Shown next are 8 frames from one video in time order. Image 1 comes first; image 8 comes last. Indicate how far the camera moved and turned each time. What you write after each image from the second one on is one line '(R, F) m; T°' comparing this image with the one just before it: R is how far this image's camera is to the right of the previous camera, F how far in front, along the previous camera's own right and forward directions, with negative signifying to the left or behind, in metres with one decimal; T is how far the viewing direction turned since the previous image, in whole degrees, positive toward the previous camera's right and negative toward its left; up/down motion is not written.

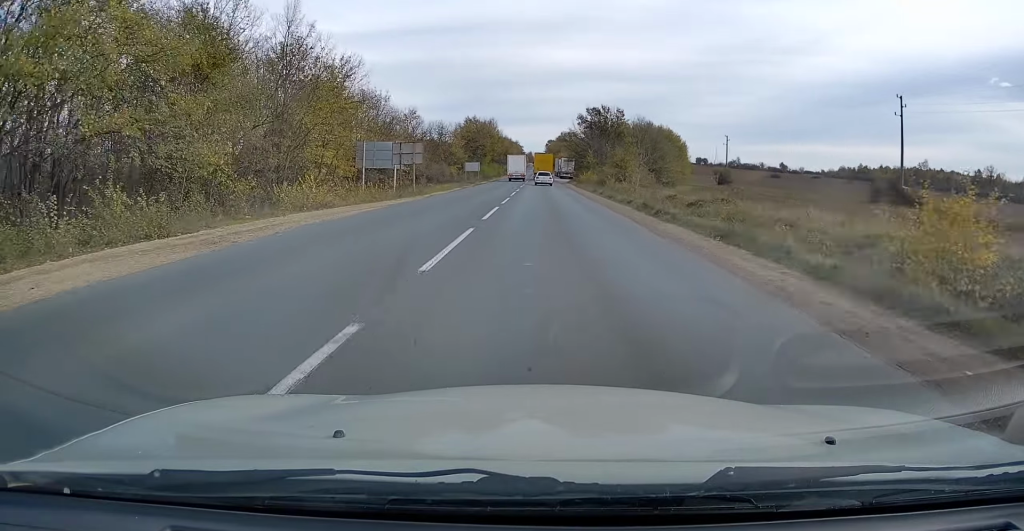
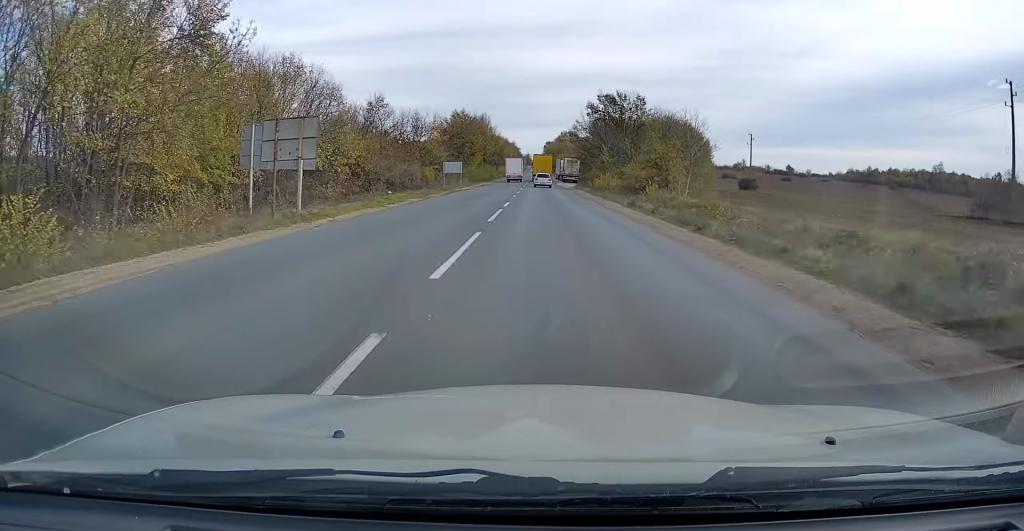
(-0.4, +18.7) m; -1°
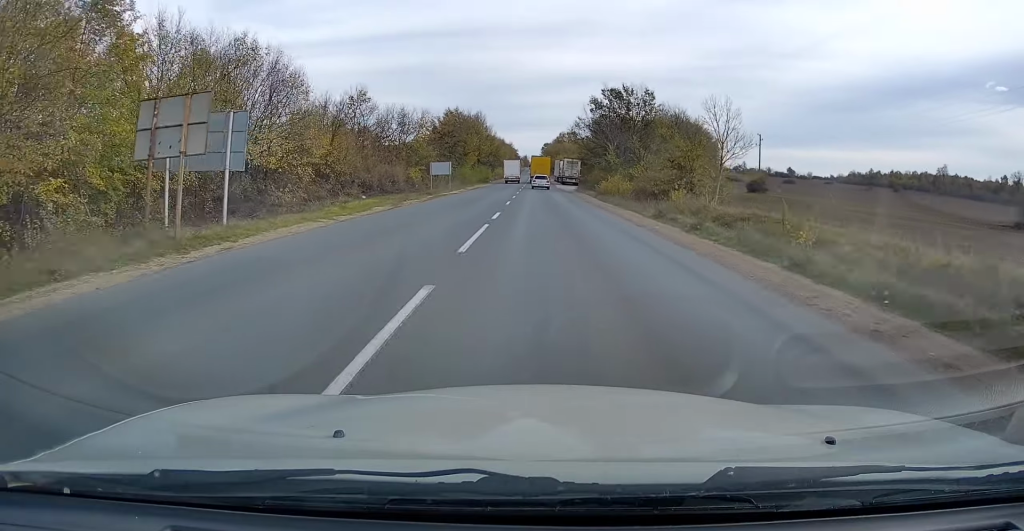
(0.0, +6.6) m; 0°
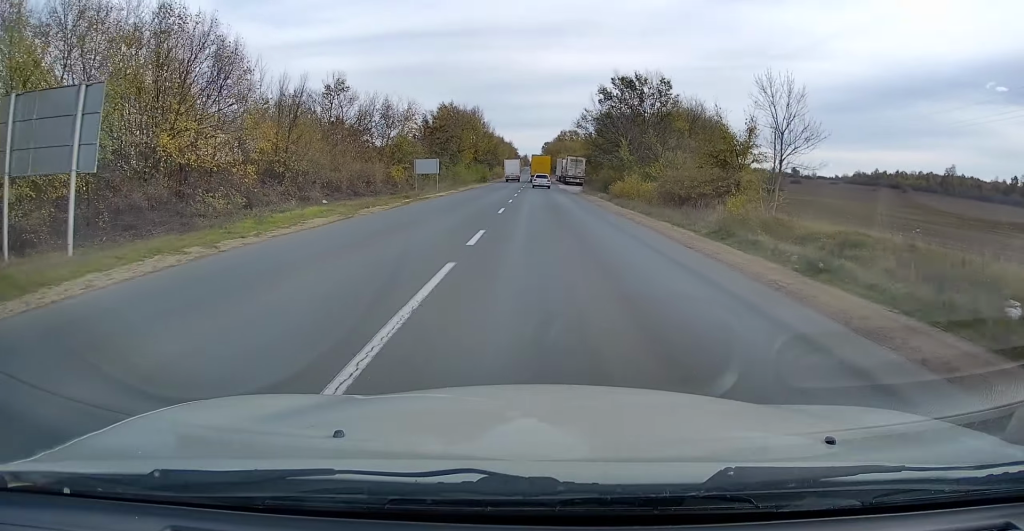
(0.0, +7.6) m; 0°
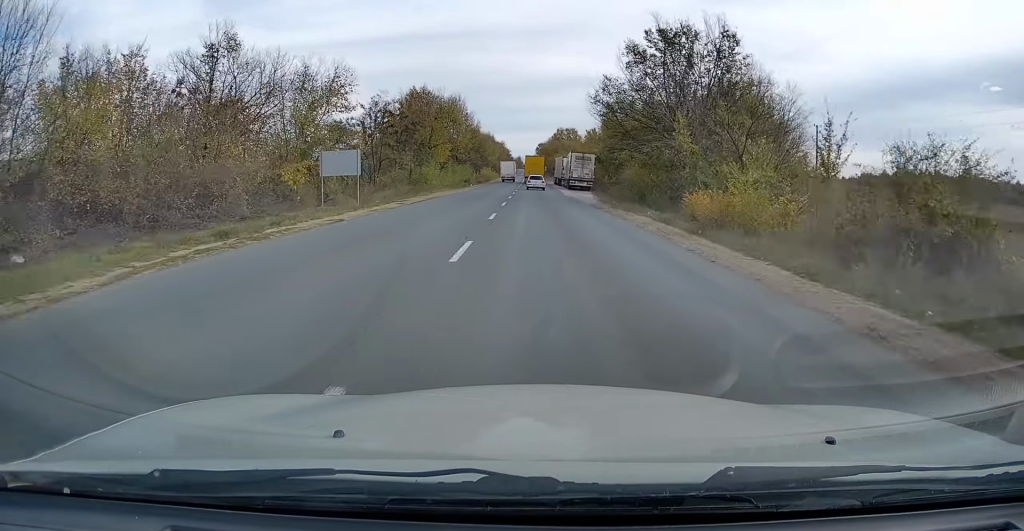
(+0.3, +19.9) m; +1°
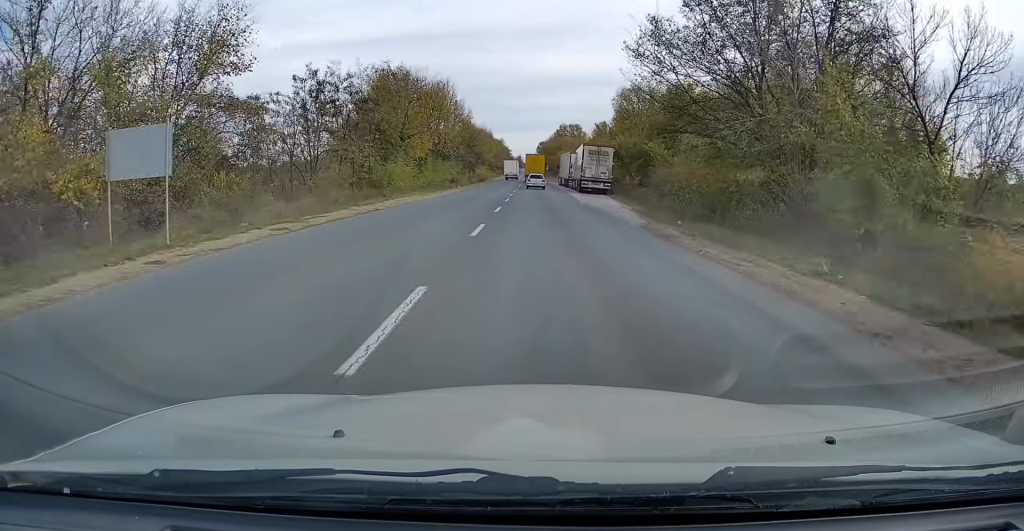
(+0.2, +14.2) m; -1°
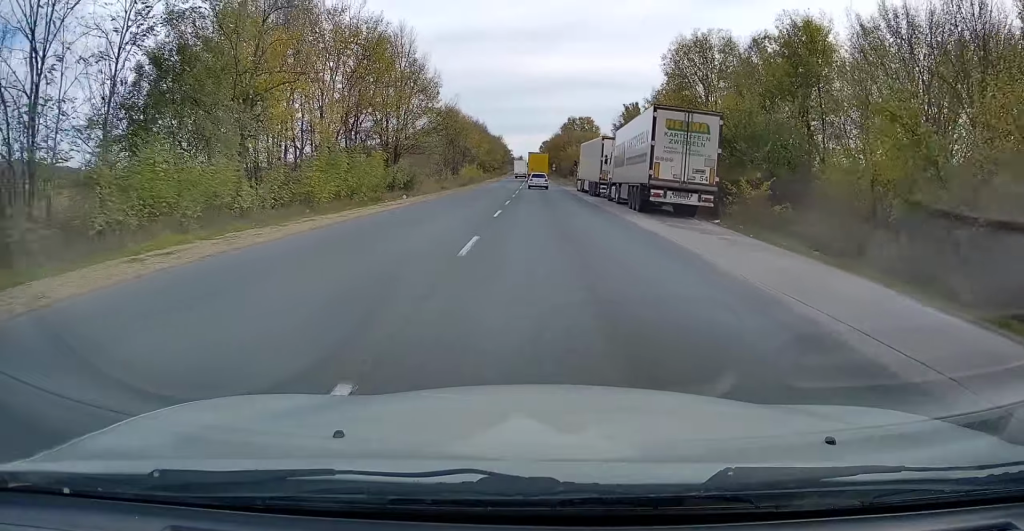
(-0.1, +29.7) m; +1°
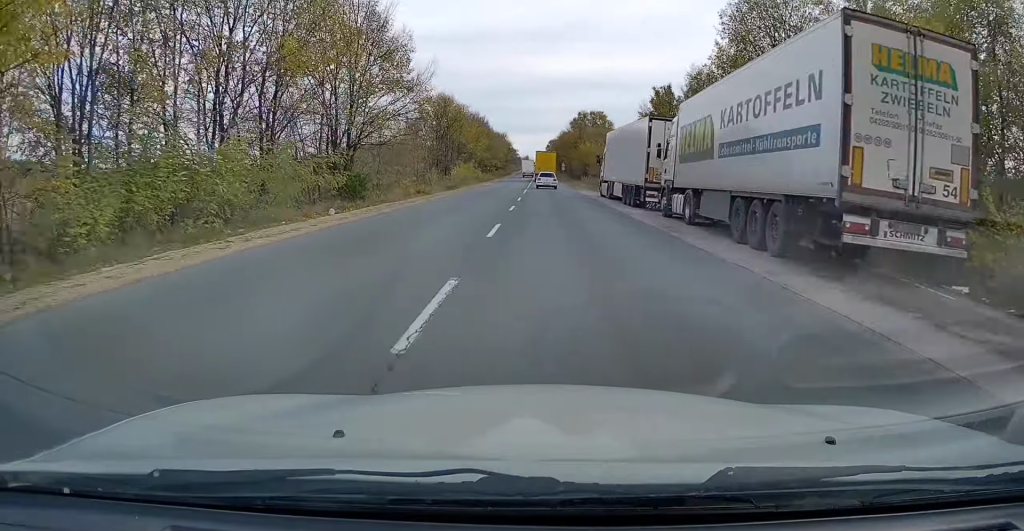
(0.0, +14.7) m; -1°
